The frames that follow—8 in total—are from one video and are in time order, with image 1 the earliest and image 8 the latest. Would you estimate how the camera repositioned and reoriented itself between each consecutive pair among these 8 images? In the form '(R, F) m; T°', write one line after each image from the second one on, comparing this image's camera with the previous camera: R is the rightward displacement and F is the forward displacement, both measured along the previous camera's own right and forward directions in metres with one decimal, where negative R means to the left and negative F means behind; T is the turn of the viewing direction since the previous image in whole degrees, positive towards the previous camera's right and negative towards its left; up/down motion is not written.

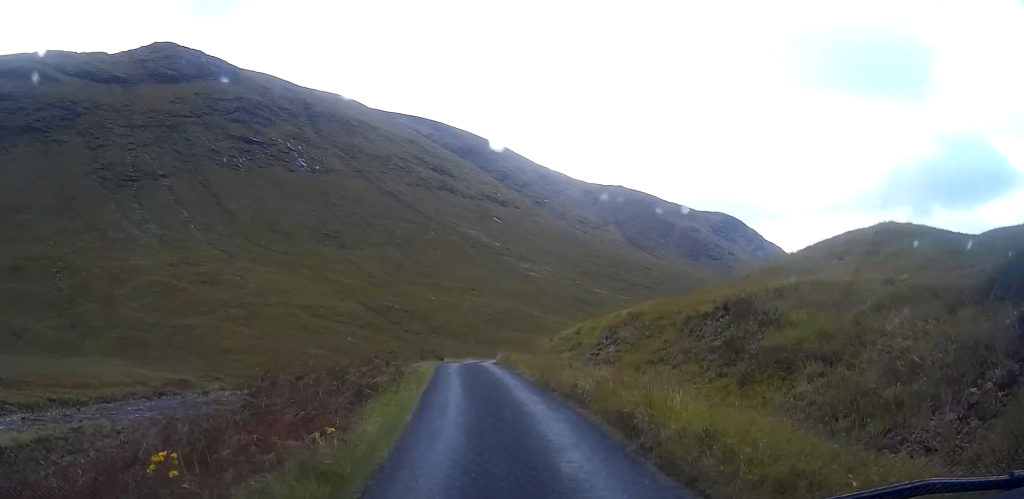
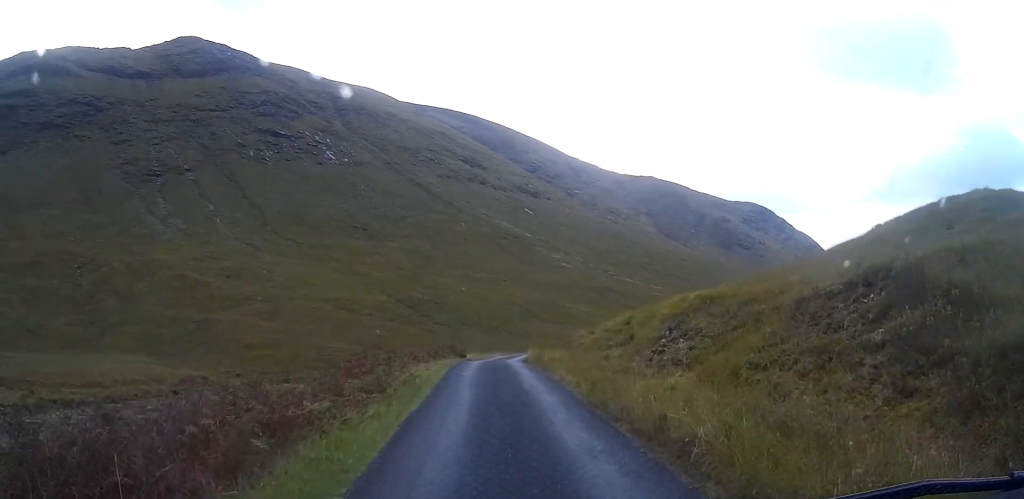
(-0.2, +6.5) m; -2°
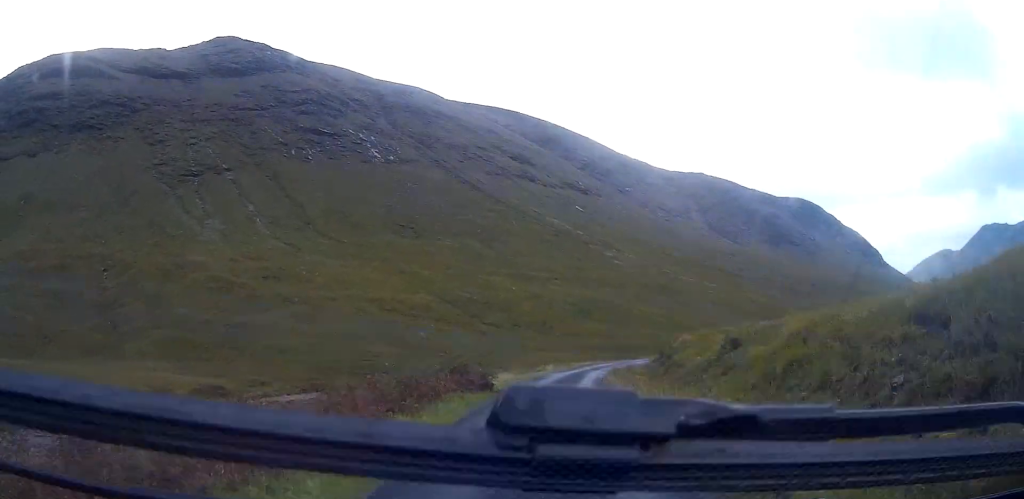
(-0.7, +17.8) m; -3°
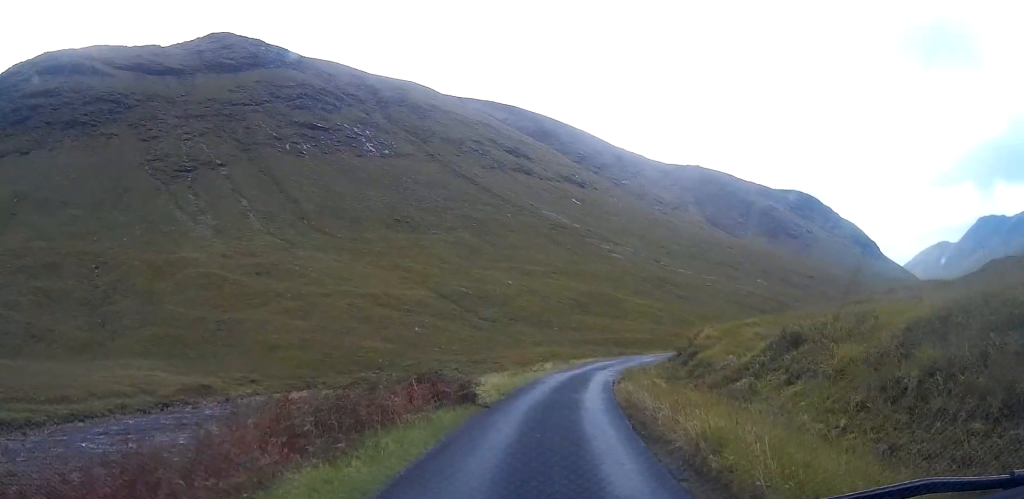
(0.0, +4.7) m; 0°
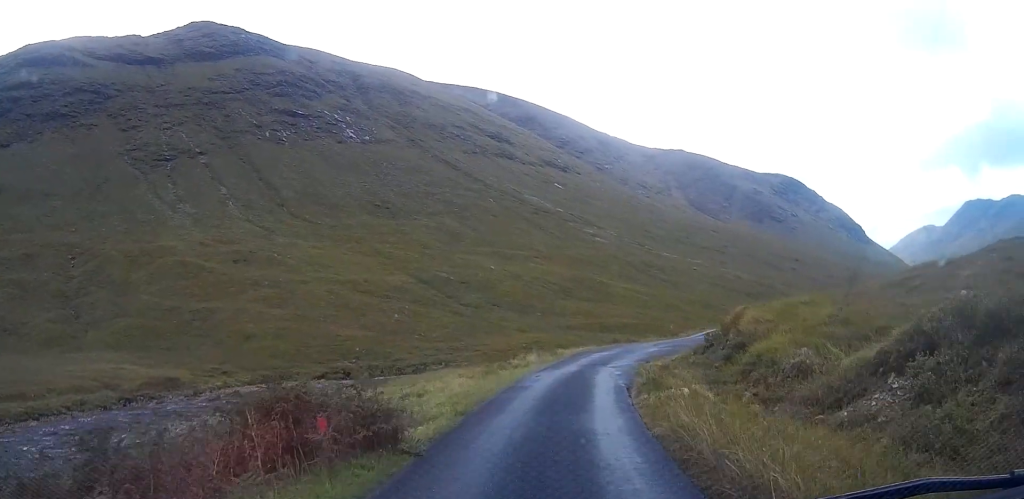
(-0.1, +7.3) m; +1°
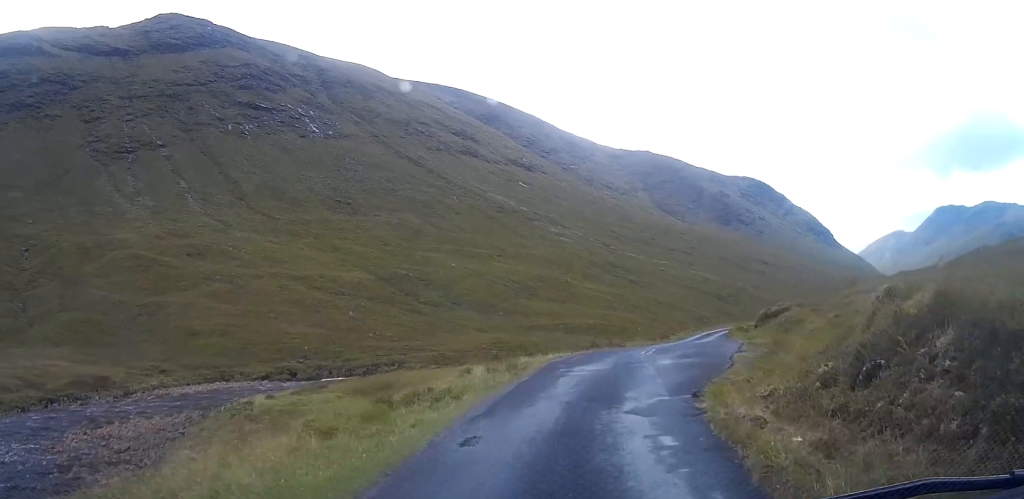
(+0.3, +11.7) m; +4°
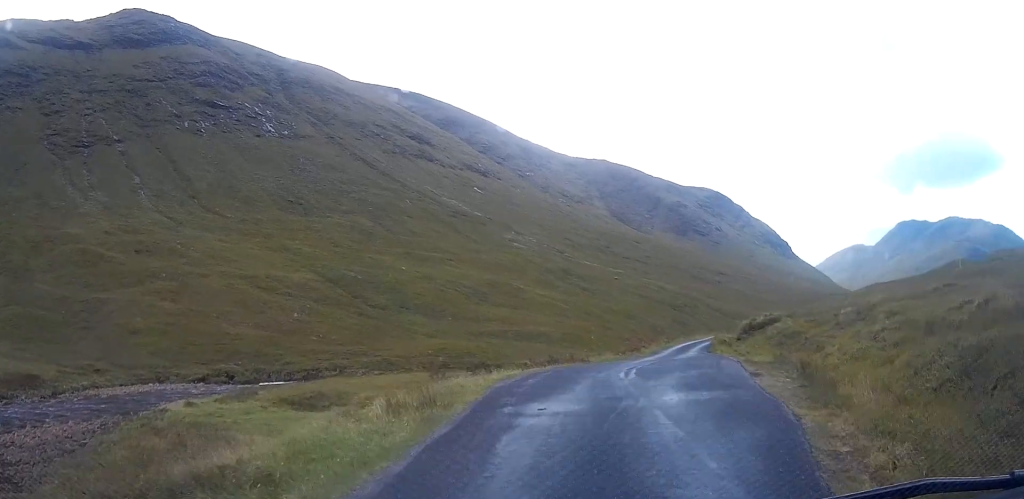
(+0.3, +7.8) m; +4°
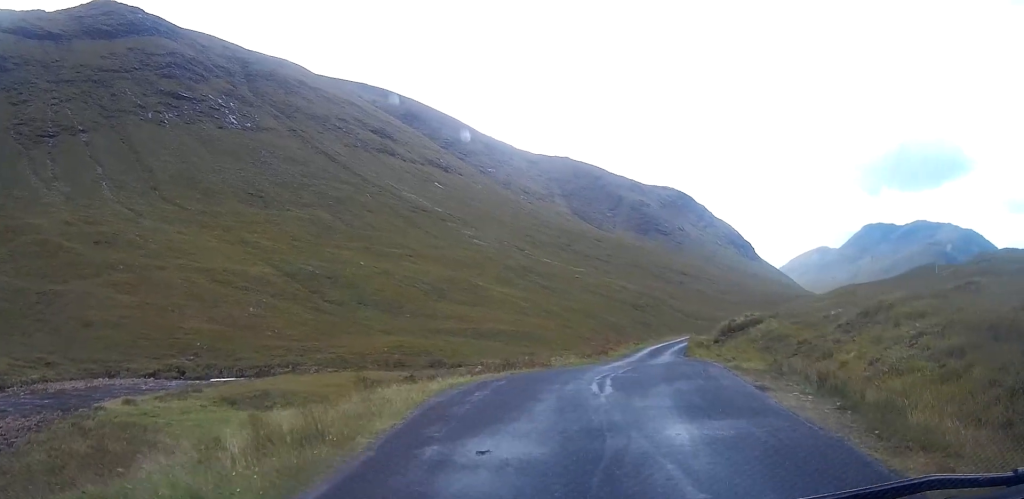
(+0.1, +4.4) m; +3°
